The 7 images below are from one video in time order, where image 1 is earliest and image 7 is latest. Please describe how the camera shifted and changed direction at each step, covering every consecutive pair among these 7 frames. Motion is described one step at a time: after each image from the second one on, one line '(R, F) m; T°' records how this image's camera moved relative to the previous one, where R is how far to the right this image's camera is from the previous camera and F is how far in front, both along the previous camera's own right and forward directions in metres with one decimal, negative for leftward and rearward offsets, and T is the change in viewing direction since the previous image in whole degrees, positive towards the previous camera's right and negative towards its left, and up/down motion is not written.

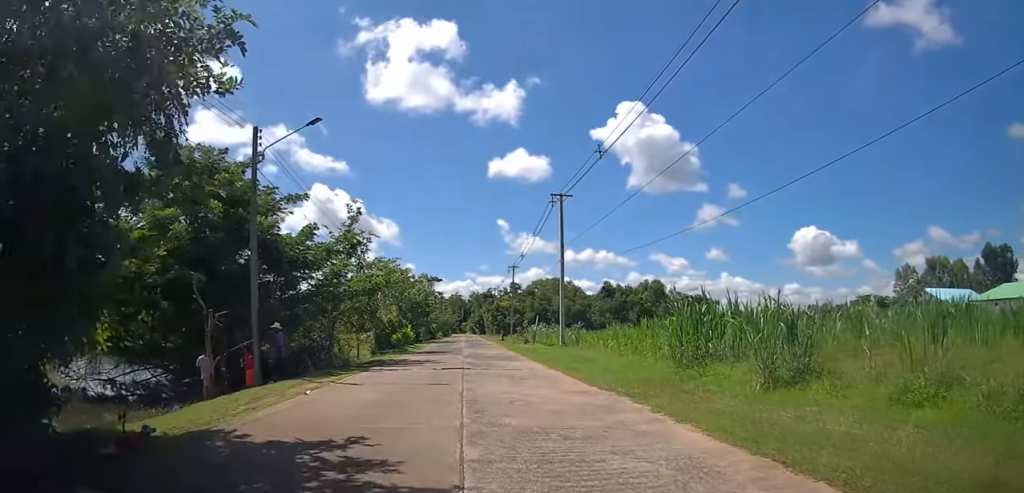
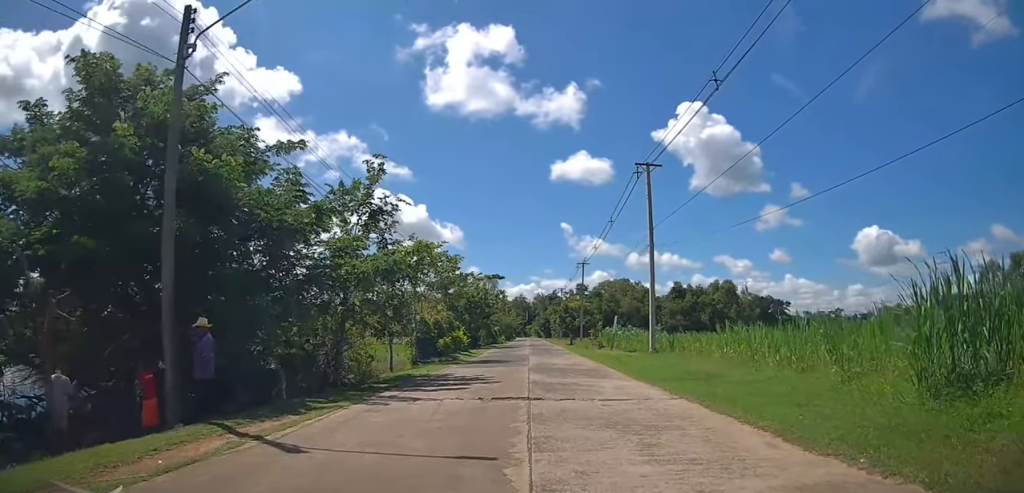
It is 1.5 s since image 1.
(-0.1, +7.5) m; -2°
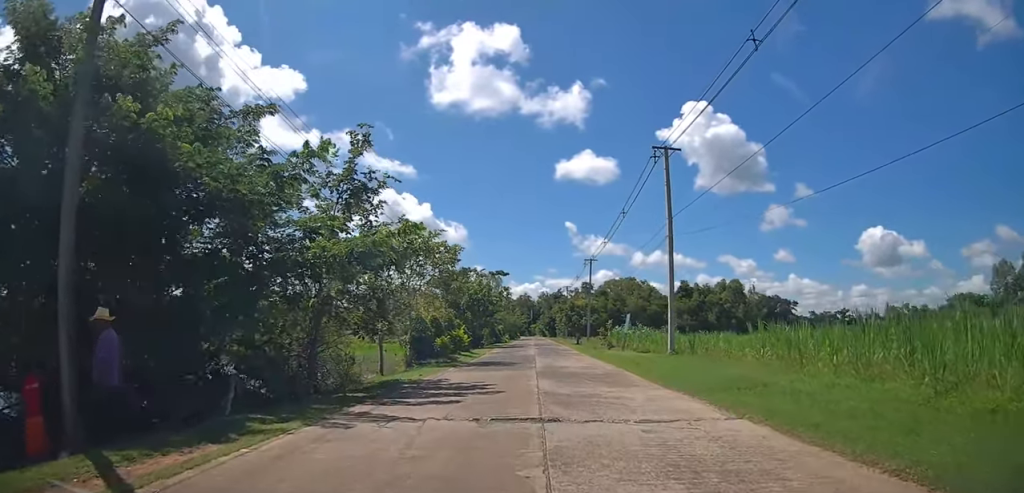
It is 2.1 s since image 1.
(0.0, +2.6) m; -1°
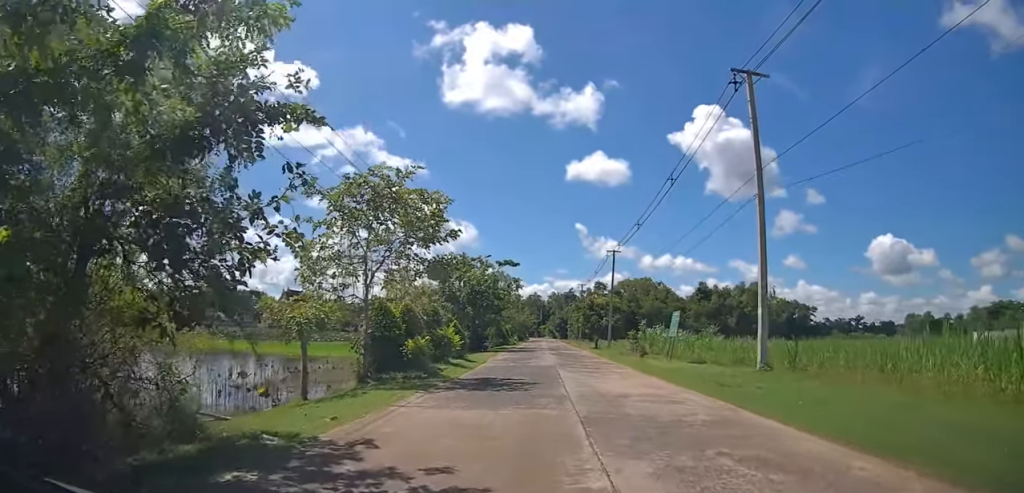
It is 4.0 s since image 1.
(-0.3, +9.3) m; -6°
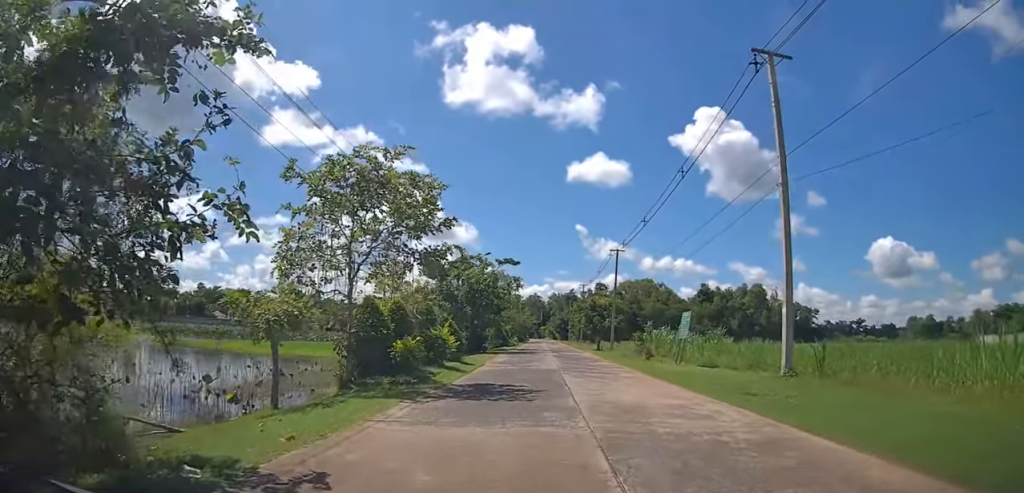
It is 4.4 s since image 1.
(0.0, +1.9) m; -2°
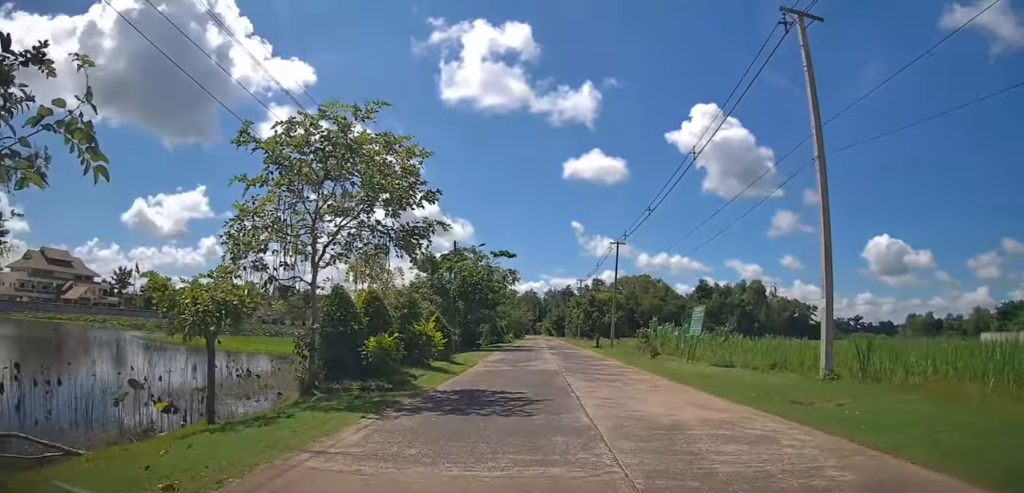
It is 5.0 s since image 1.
(-0.1, +2.6) m; -2°
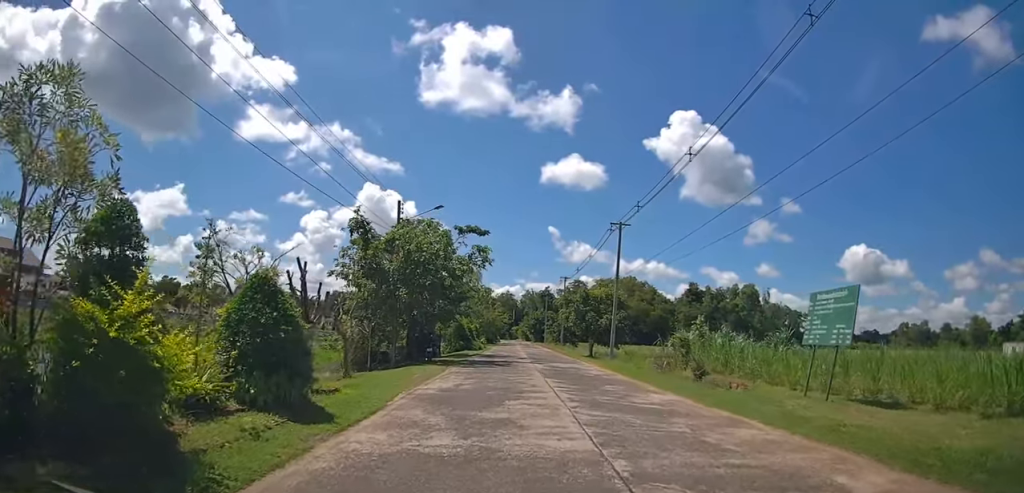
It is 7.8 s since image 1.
(+0.8, +11.7) m; +8°
